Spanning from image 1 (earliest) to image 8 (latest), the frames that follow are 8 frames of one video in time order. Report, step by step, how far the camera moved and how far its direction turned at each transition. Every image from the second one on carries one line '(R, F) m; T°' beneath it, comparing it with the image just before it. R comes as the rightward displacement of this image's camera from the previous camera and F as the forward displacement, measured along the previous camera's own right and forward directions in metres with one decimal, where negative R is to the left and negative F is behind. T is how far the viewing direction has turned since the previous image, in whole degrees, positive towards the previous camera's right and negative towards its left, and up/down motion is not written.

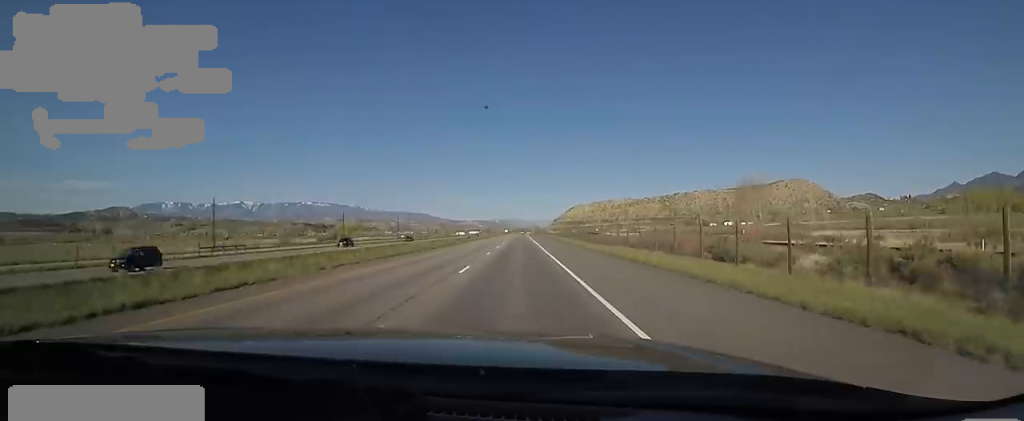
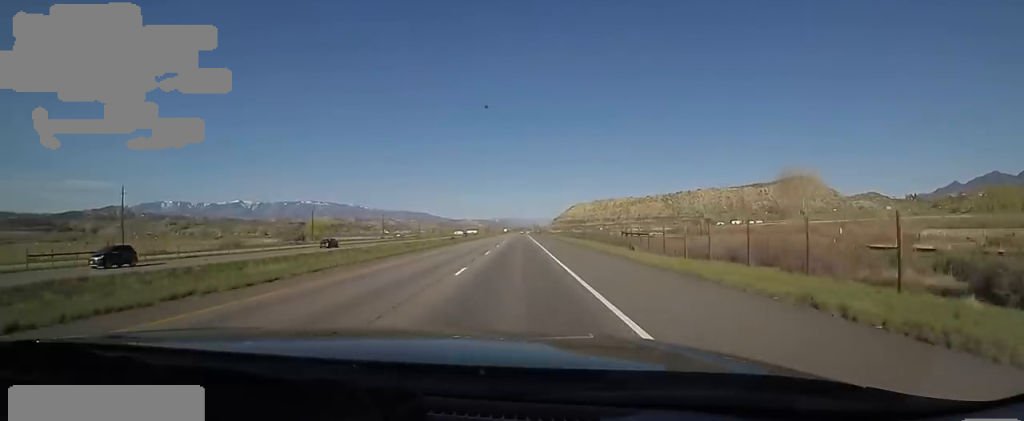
(+1.0, +25.5) m; 0°
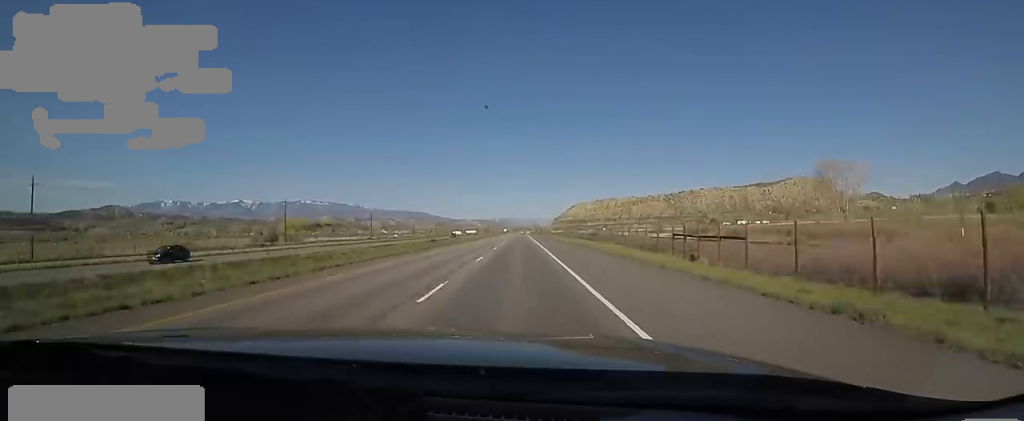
(-0.6, +17.5) m; 0°
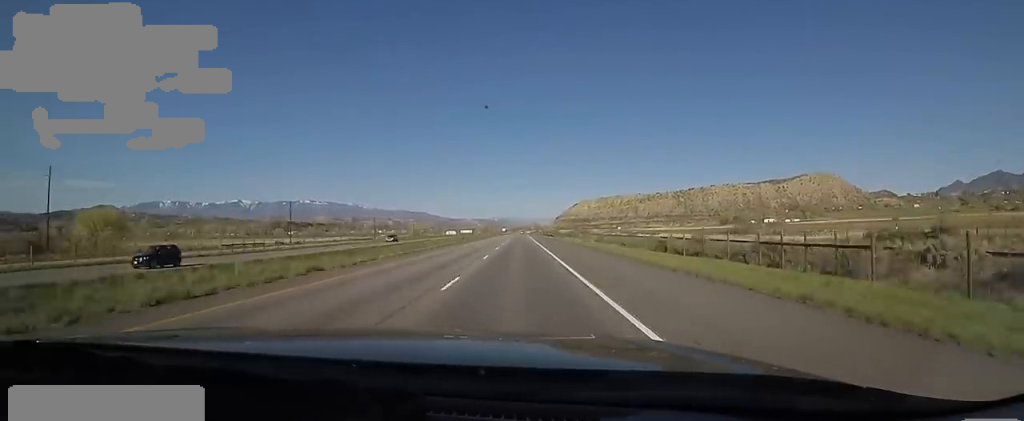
(-0.4, +71.7) m; 0°
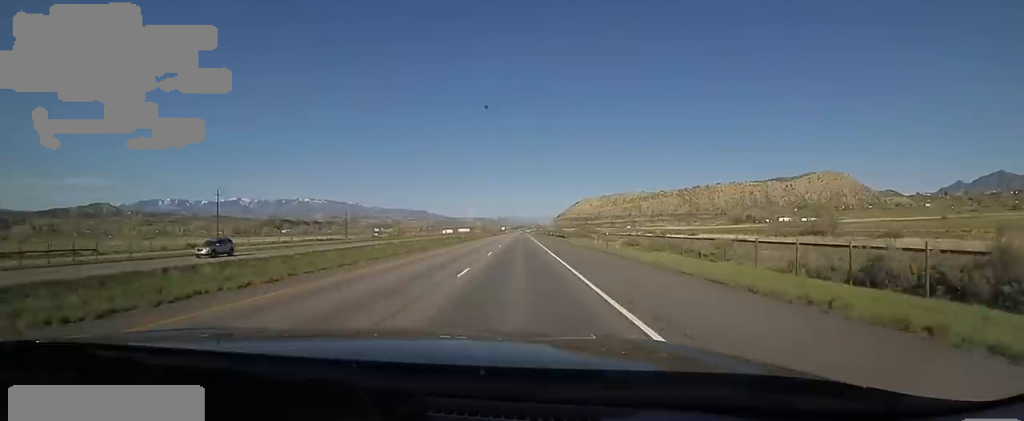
(+0.2, +33.2) m; 0°
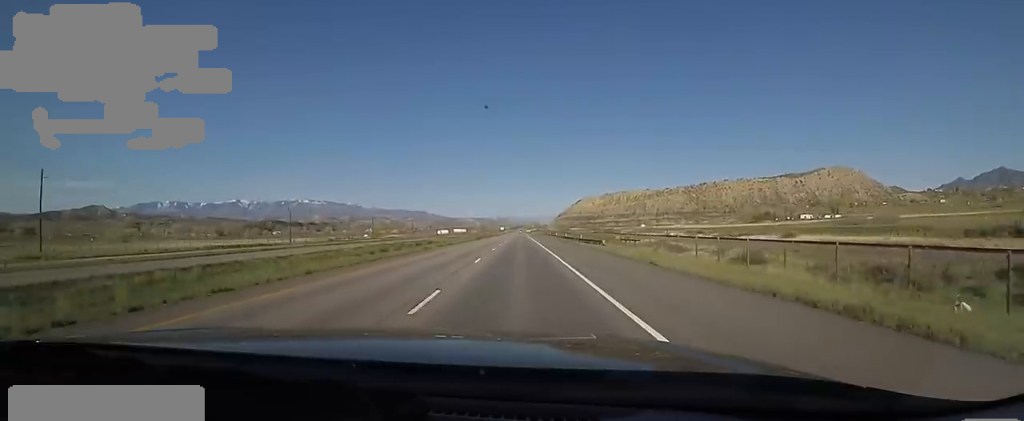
(-0.5, +42.2) m; 0°
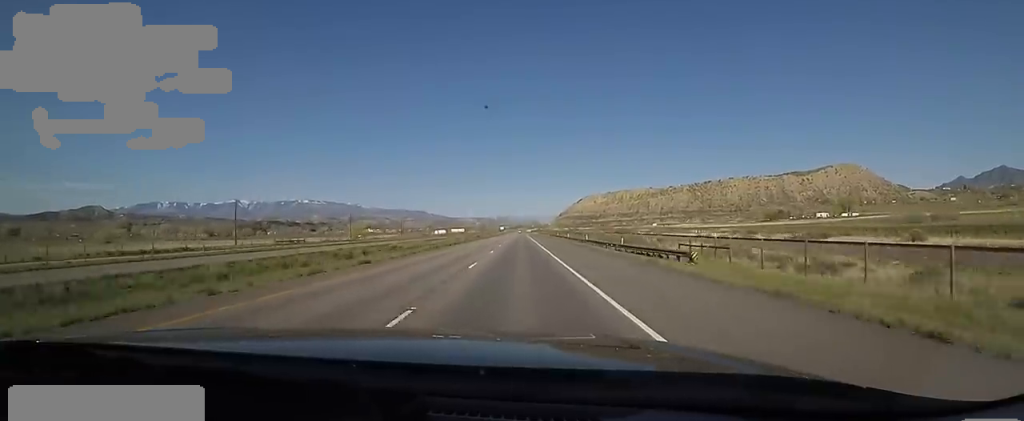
(+0.5, +26.2) m; 0°
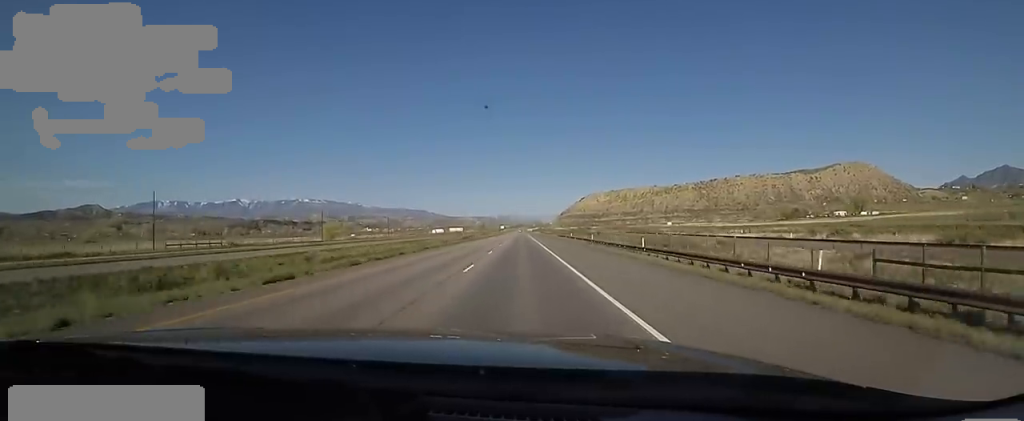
(+0.2, +26.3) m; 0°
